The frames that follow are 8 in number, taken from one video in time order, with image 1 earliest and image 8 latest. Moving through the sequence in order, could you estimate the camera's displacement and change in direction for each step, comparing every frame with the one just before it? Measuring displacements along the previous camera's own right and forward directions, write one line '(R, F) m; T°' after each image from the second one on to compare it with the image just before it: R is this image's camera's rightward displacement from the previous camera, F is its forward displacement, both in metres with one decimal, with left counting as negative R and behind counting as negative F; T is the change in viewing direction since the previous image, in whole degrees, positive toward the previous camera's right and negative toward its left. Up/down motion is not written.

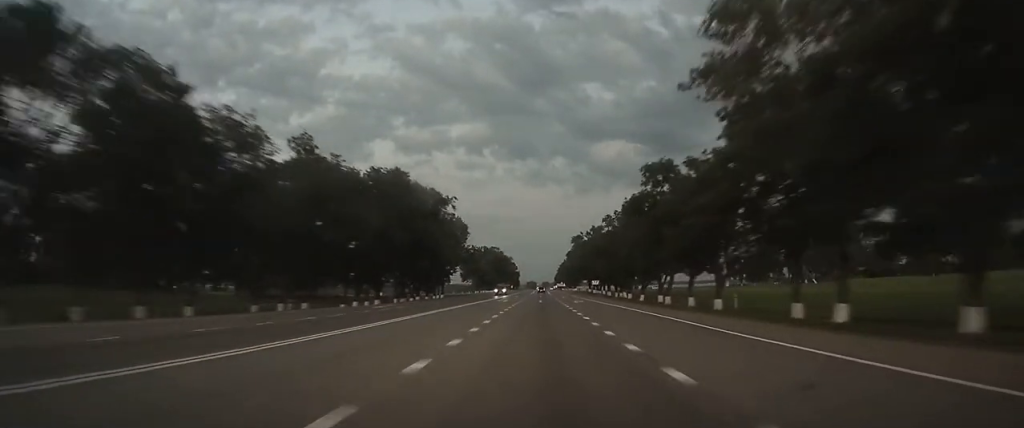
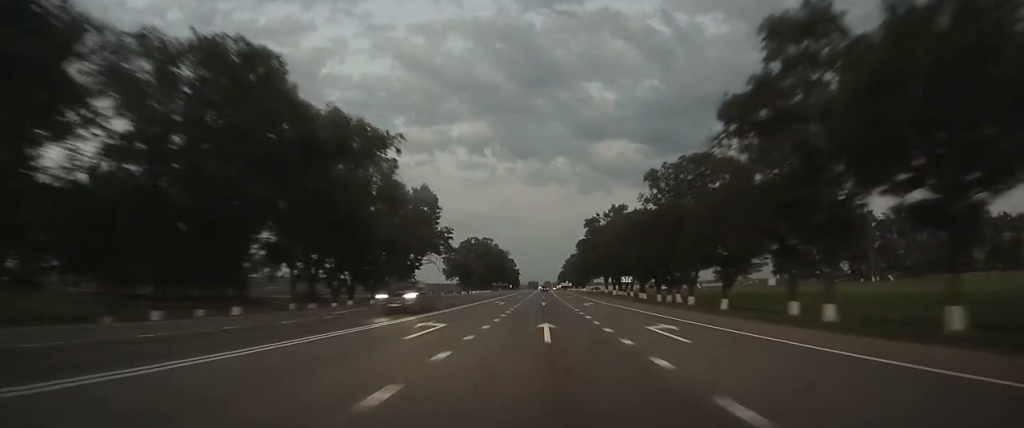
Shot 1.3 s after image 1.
(-0.2, +38.8) m; 0°
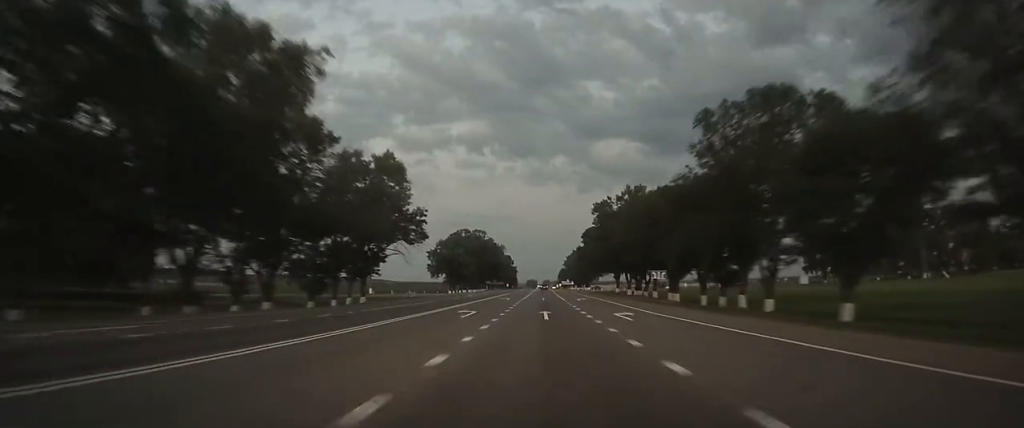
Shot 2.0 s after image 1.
(0.0, +21.0) m; 0°
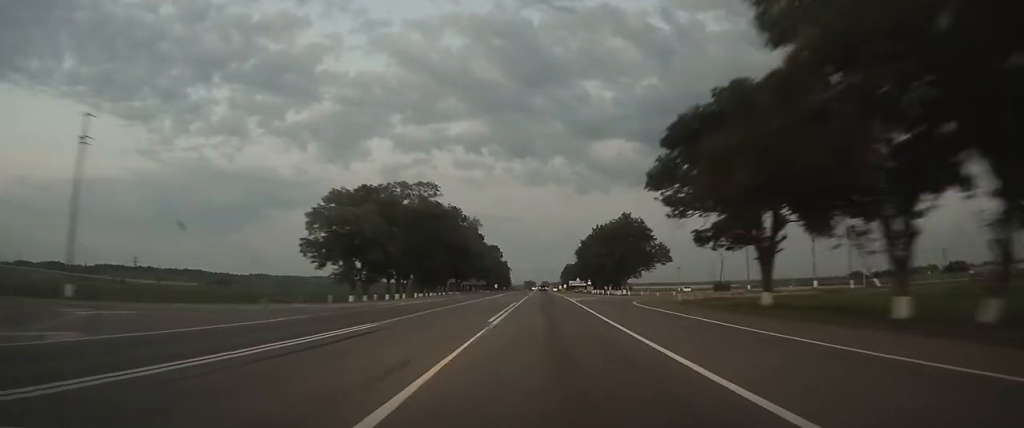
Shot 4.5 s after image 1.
(0.0, +75.0) m; 0°
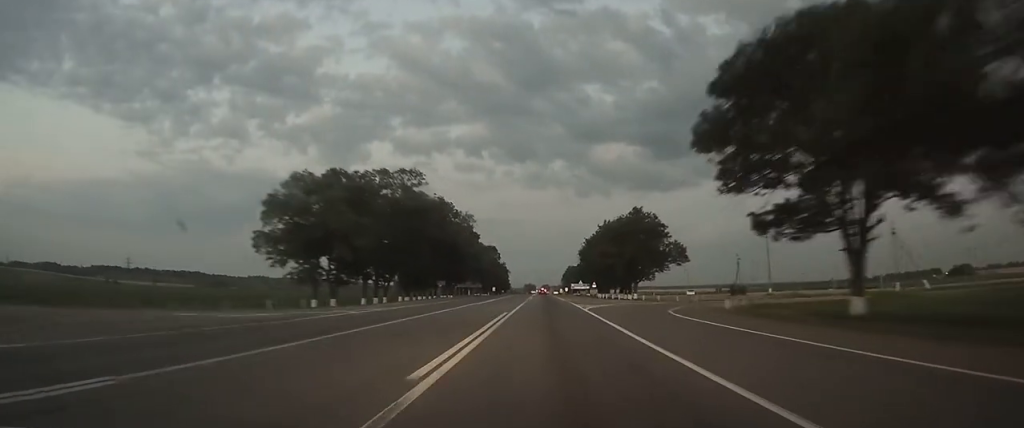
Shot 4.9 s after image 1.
(0.0, +11.6) m; 0°
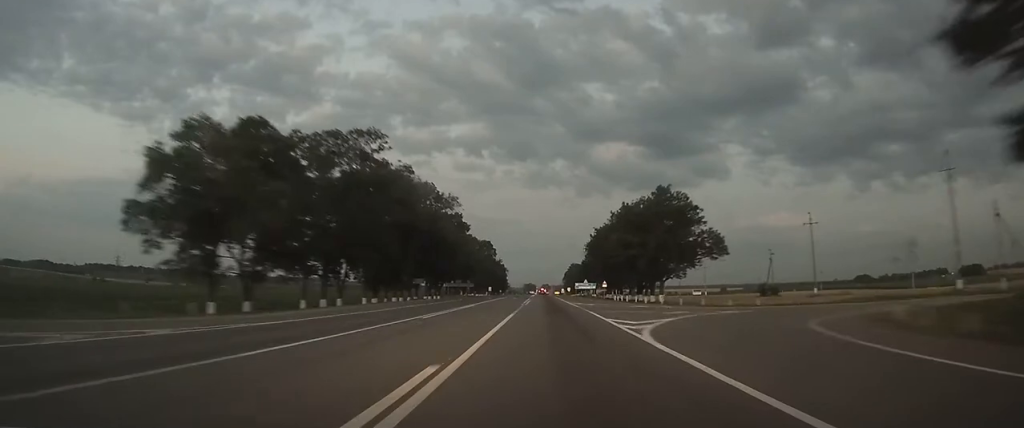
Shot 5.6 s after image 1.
(0.0, +19.1) m; 0°
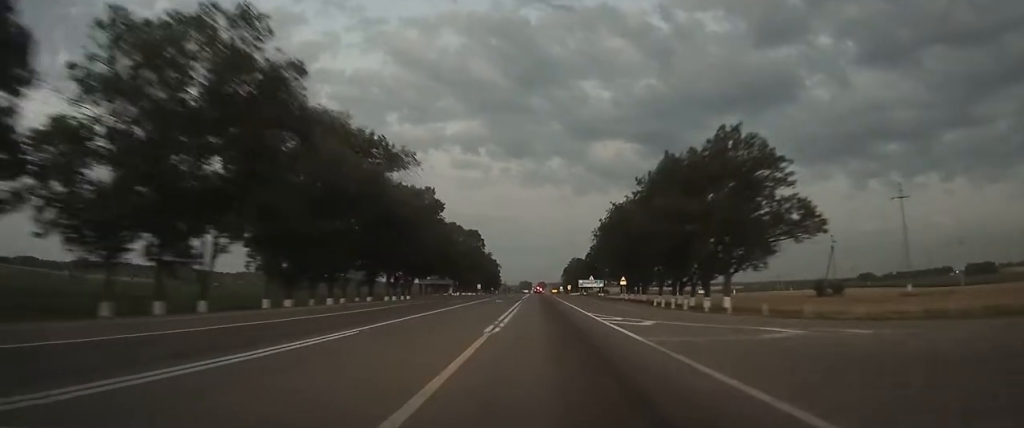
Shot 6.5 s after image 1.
(0.0, +26.4) m; 0°
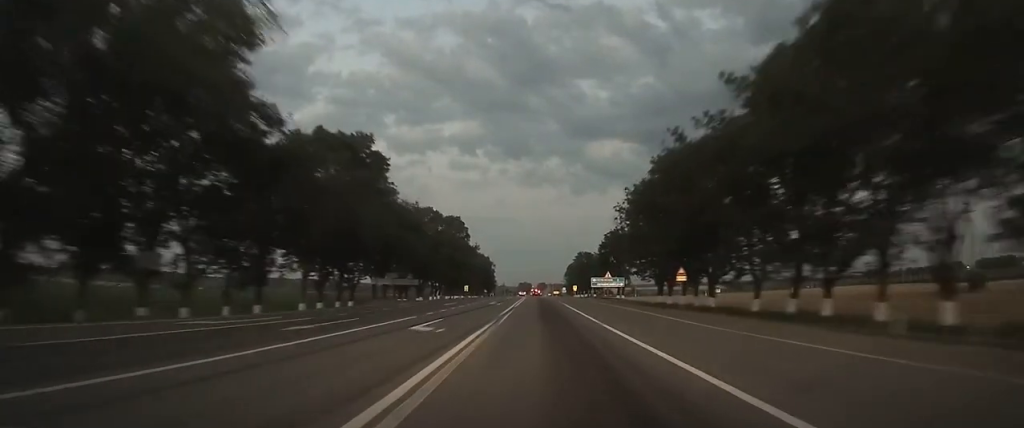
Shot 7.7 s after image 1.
(0.0, +31.4) m; 0°
